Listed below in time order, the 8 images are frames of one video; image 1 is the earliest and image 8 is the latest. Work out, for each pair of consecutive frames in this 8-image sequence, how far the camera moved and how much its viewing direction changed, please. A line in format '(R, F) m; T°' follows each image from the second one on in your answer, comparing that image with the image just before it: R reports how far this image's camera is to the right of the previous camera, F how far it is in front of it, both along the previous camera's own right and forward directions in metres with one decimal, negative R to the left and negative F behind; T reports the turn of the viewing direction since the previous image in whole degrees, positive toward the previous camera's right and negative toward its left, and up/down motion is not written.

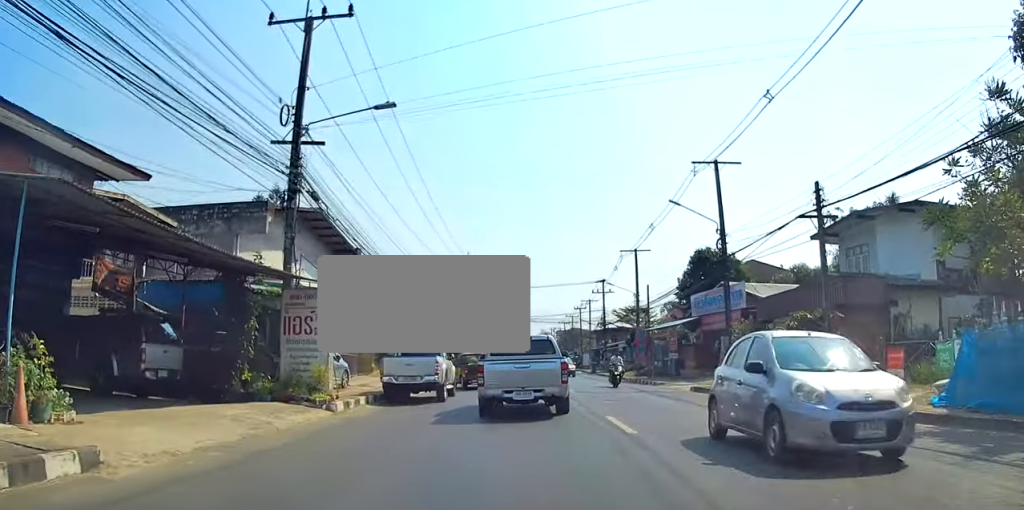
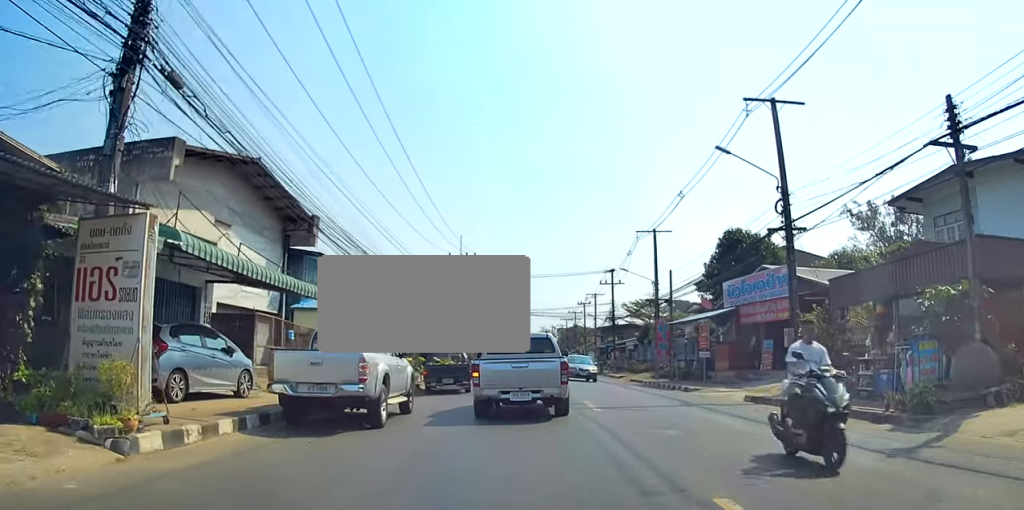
(-0.1, +8.1) m; 0°
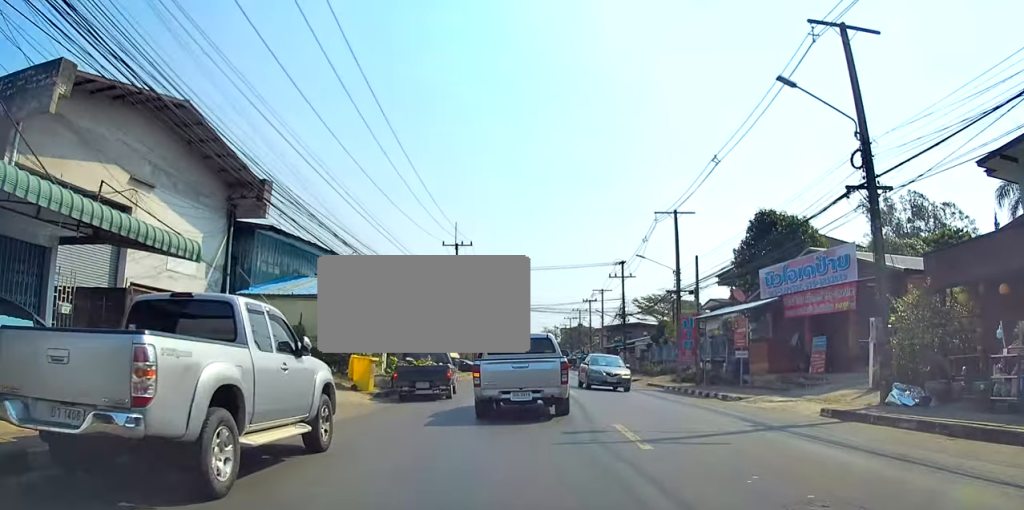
(+0.1, +6.0) m; 0°
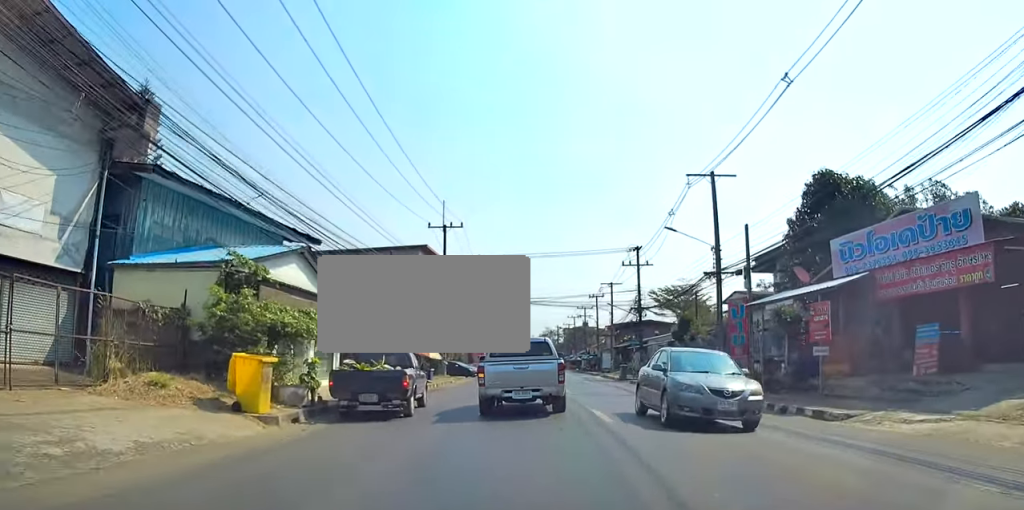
(-0.2, +7.3) m; 0°
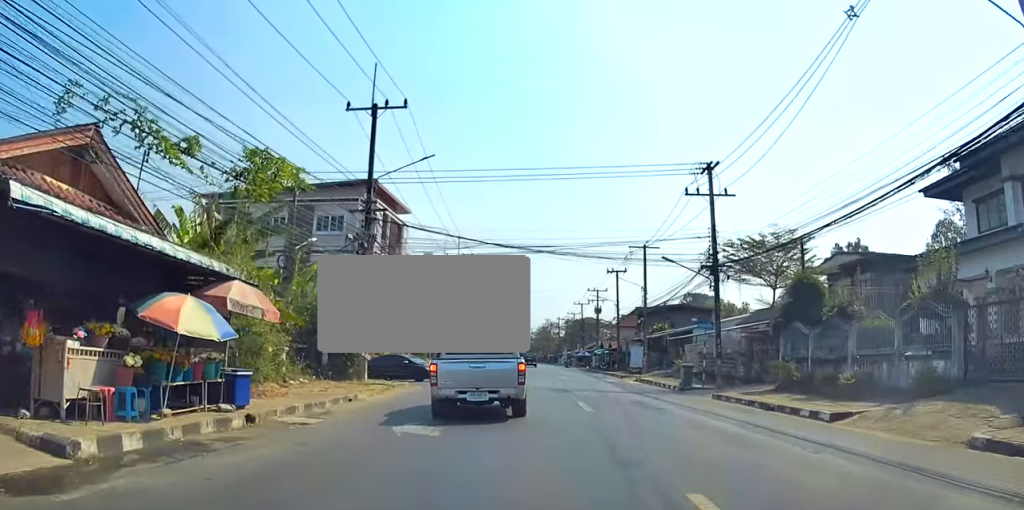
(+0.1, +19.7) m; 0°
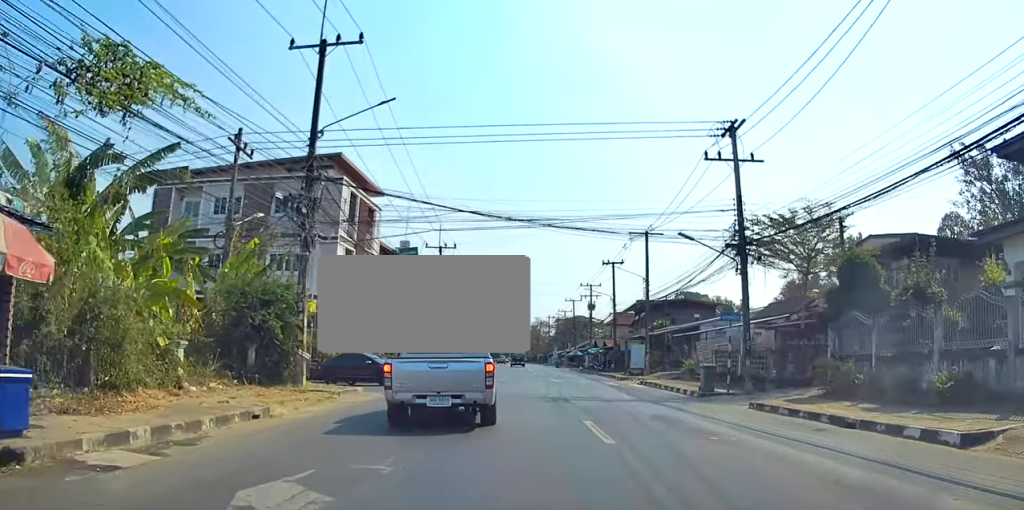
(0.0, +5.0) m; 0°
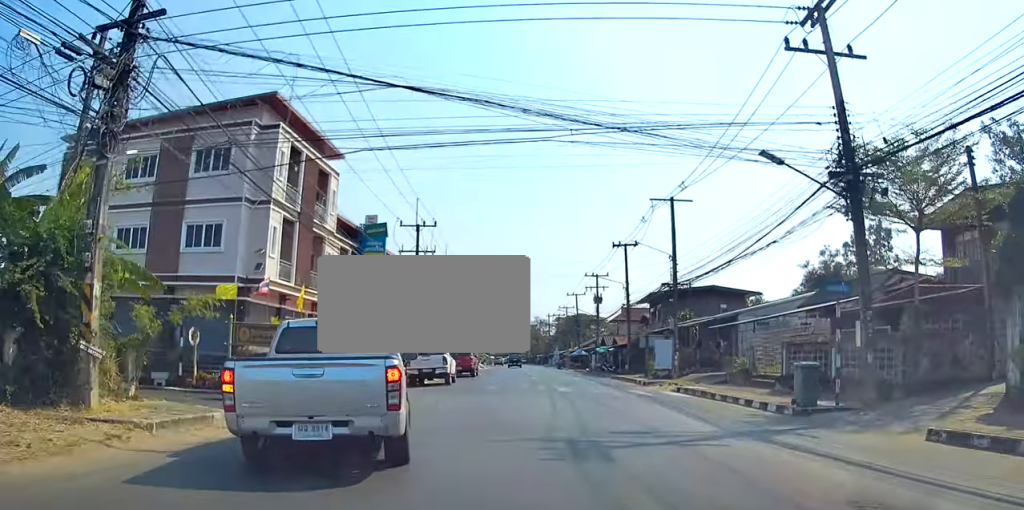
(+0.2, +9.7) m; +2°
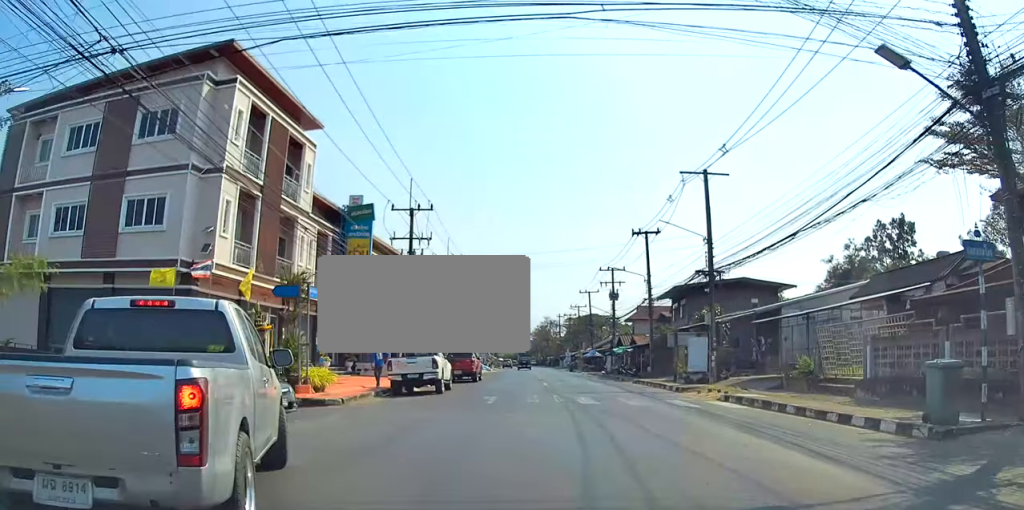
(+0.1, +5.8) m; 0°
